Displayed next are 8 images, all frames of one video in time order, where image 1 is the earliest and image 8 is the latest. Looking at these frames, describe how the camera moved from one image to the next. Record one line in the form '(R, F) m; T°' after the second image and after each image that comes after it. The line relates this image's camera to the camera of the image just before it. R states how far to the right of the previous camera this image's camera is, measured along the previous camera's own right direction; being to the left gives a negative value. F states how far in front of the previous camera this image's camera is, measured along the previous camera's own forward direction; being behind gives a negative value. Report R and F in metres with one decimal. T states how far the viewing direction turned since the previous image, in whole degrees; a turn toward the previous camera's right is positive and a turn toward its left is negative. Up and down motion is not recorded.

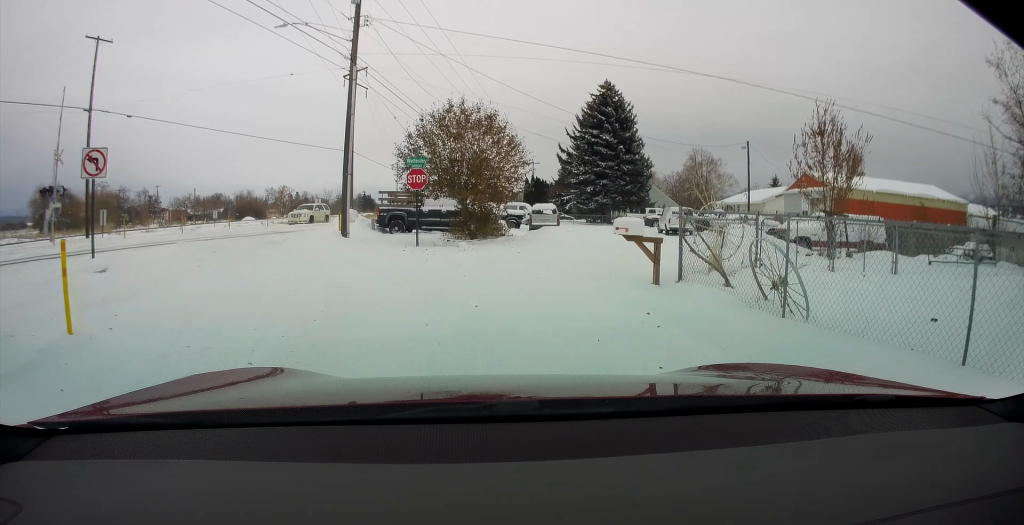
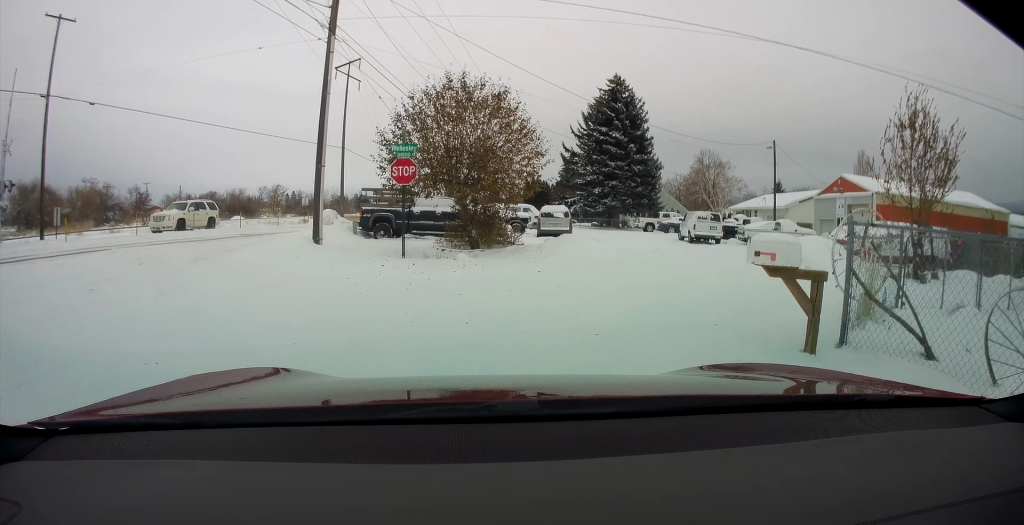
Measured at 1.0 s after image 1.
(0.0, +5.0) m; -3°
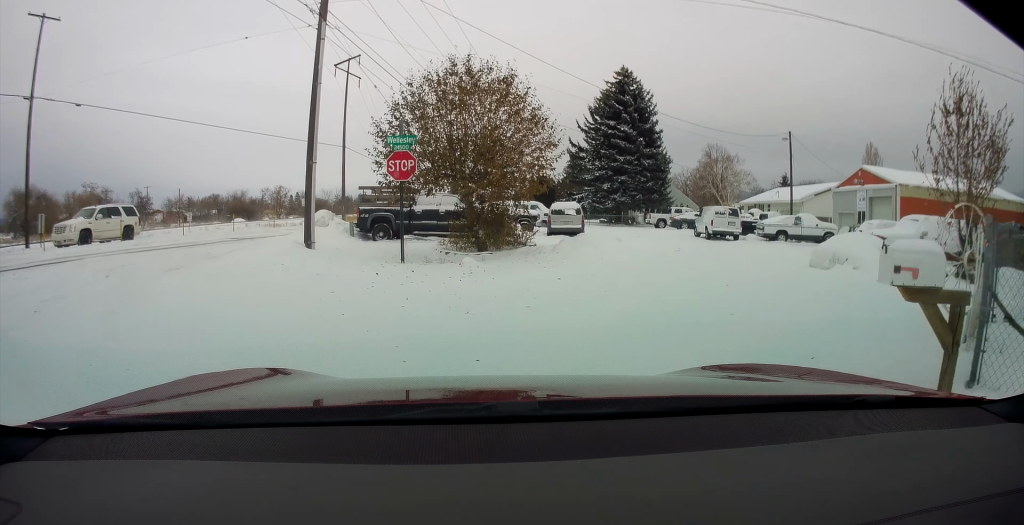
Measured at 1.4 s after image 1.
(-0.1, +2.1) m; -3°
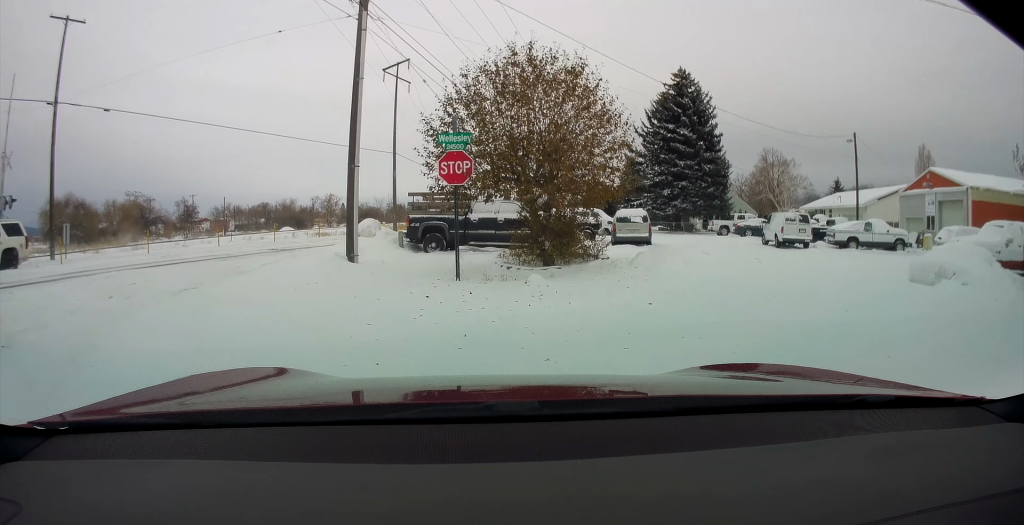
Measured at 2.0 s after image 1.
(-0.1, +2.6) m; -6°
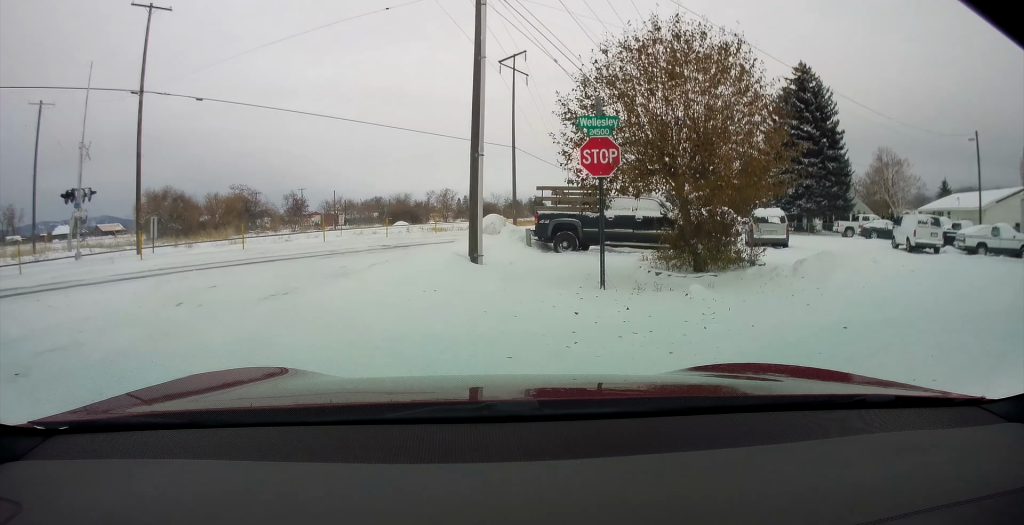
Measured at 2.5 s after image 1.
(+0.1, +2.3) m; -6°
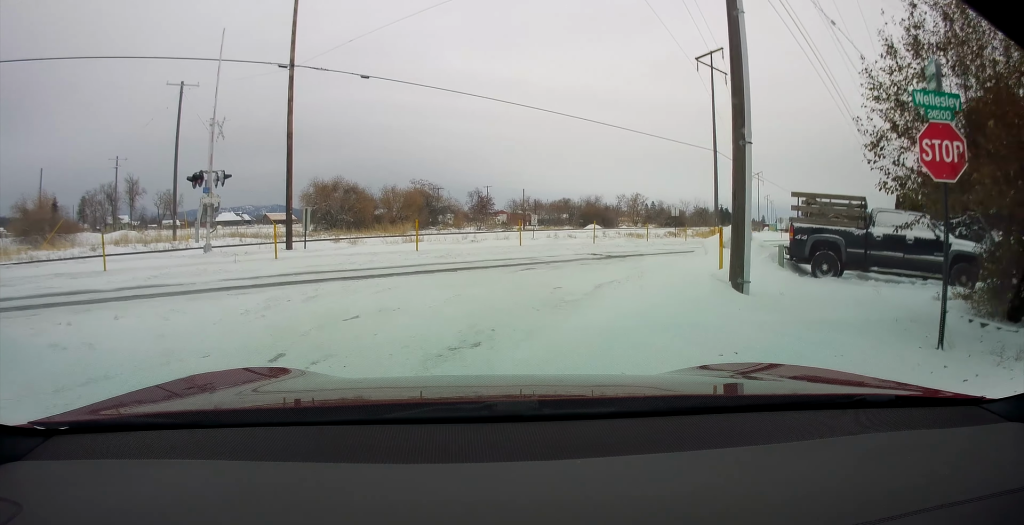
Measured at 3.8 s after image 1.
(-1.1, +4.4) m; -18°
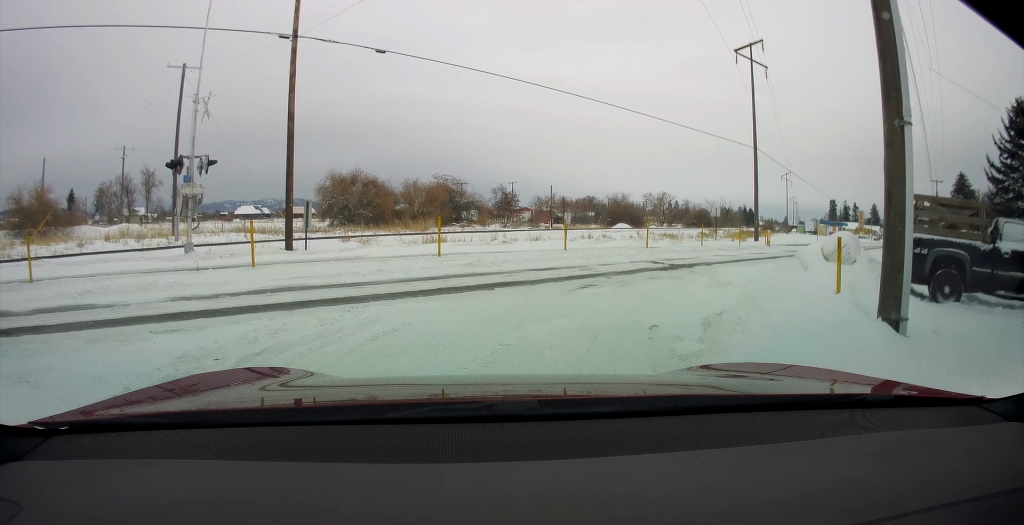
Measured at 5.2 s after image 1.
(-0.2, +4.3) m; -1°
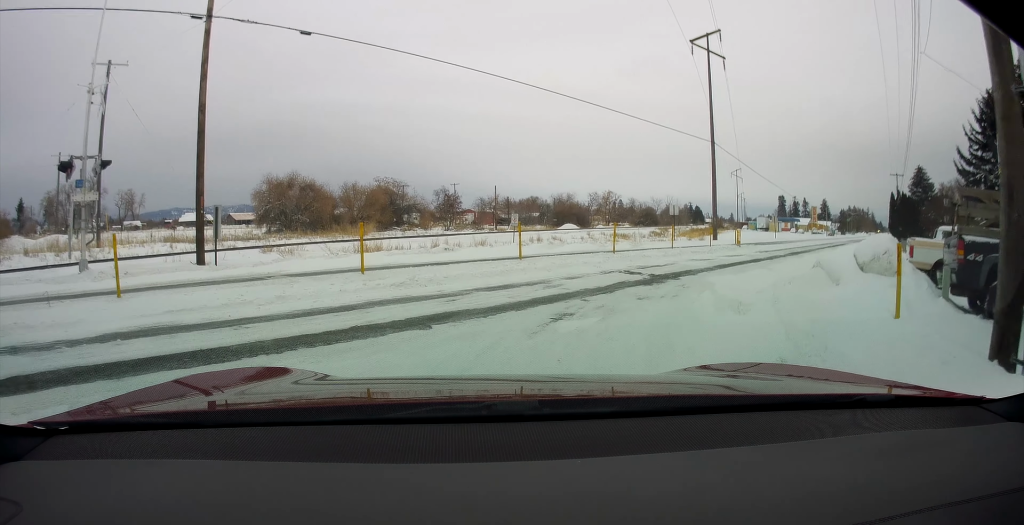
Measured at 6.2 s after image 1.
(+0.1, +2.8) m; +2°
